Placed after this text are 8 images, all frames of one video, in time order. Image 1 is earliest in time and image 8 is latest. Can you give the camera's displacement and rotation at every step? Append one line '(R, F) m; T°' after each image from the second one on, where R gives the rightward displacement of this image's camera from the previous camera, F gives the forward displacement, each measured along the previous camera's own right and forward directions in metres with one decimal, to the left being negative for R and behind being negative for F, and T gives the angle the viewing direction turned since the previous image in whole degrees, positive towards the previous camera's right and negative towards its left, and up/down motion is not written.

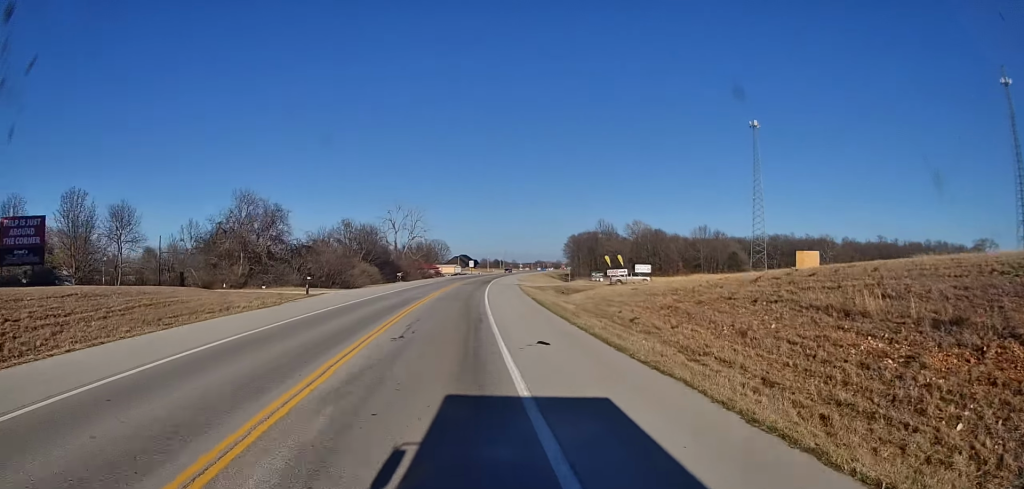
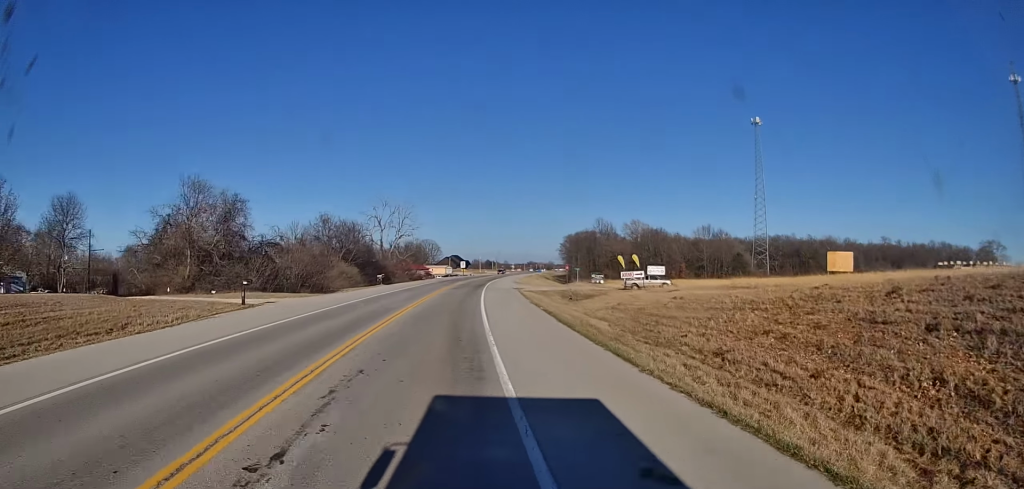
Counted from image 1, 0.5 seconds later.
(+0.2, +10.4) m; +1°
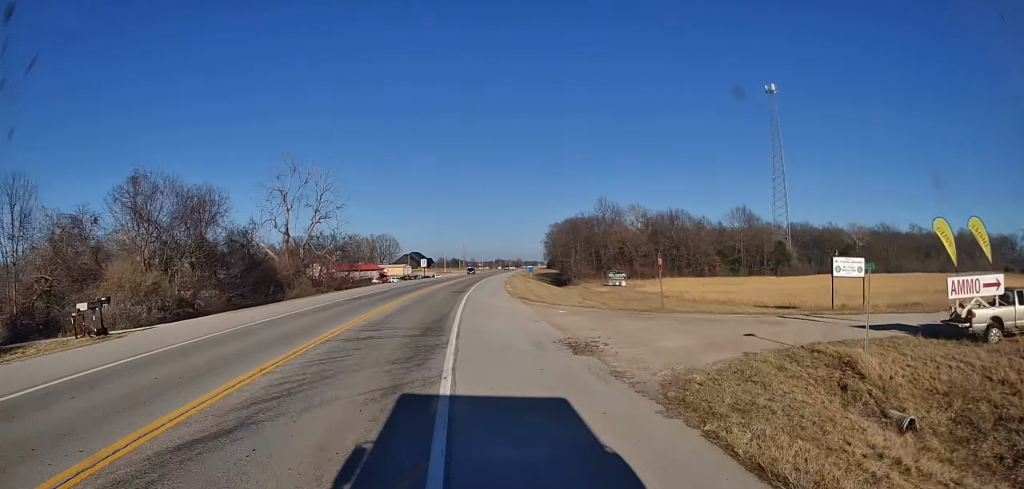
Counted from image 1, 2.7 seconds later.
(+0.7, +49.7) m; +3°
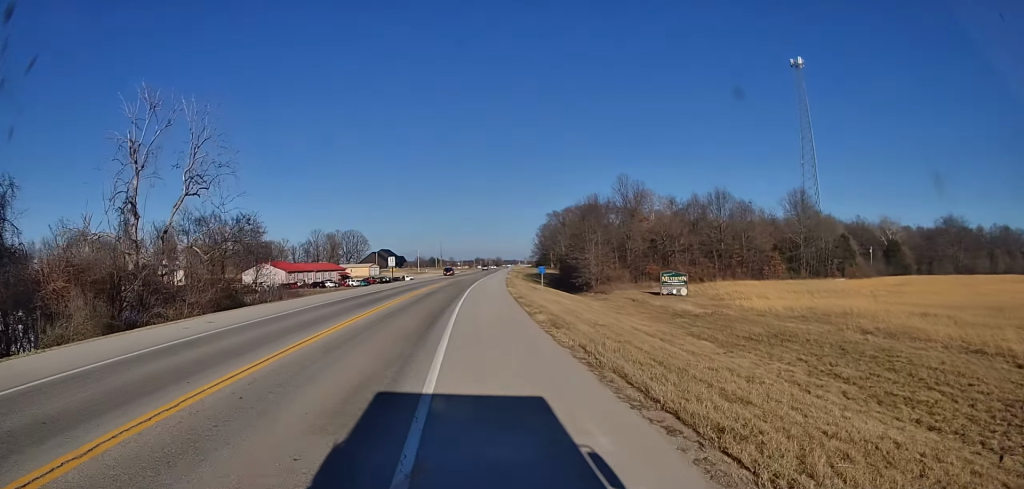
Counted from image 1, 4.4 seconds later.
(+1.8, +37.9) m; +2°
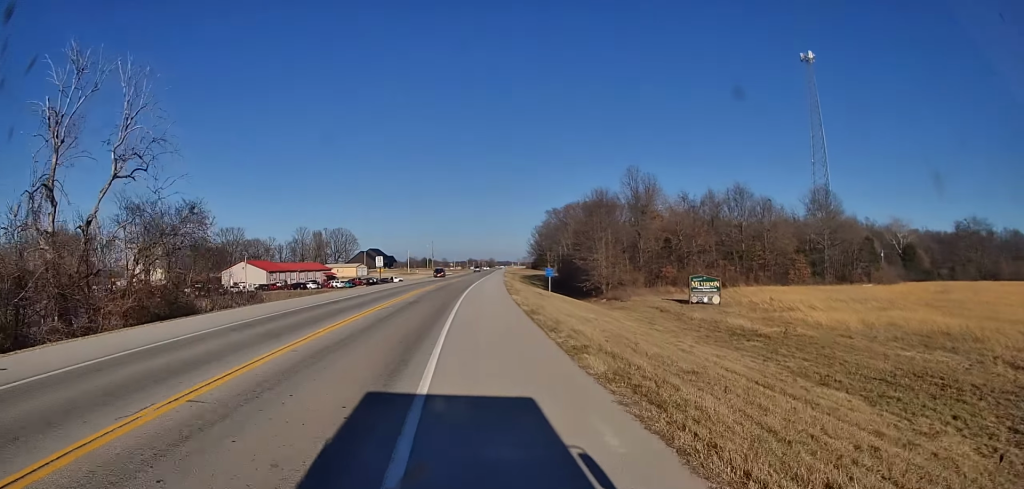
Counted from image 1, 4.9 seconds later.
(-0.1, +10.9) m; 0°
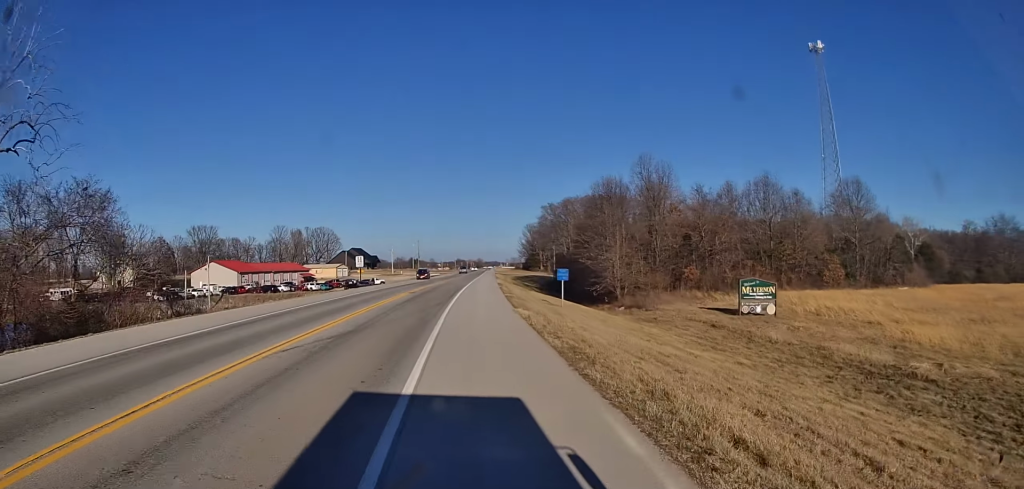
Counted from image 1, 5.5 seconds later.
(-0.4, +13.0) m; 0°
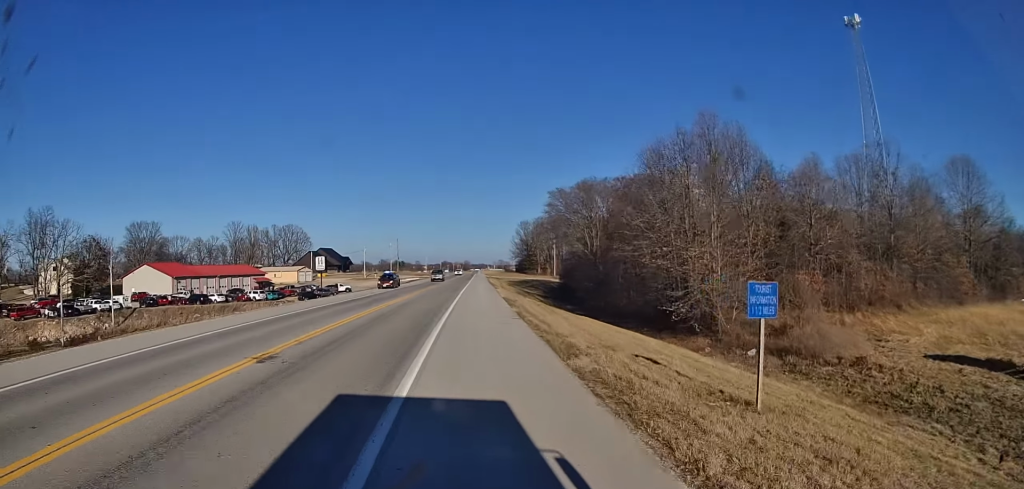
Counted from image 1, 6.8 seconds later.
(+1.1, +29.0) m; +3°
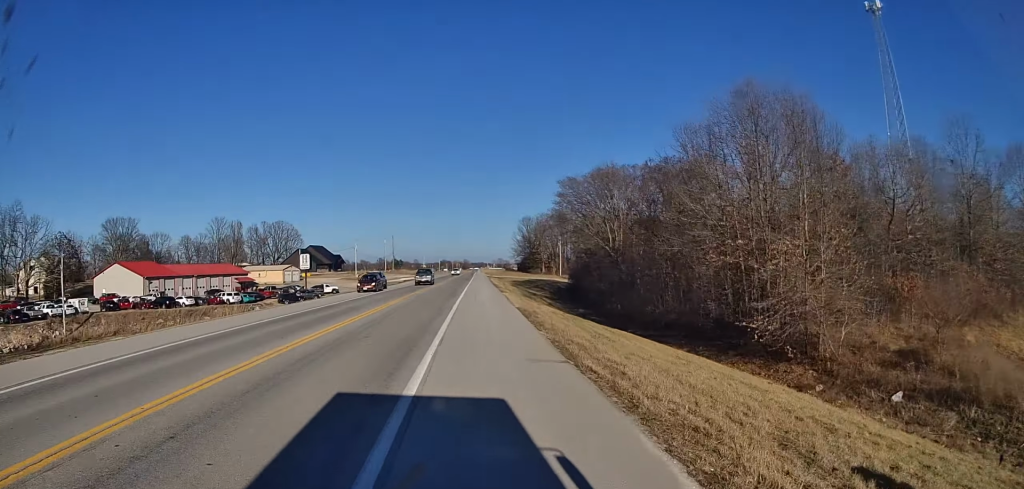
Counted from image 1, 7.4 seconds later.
(+0.2, +11.6) m; 0°
